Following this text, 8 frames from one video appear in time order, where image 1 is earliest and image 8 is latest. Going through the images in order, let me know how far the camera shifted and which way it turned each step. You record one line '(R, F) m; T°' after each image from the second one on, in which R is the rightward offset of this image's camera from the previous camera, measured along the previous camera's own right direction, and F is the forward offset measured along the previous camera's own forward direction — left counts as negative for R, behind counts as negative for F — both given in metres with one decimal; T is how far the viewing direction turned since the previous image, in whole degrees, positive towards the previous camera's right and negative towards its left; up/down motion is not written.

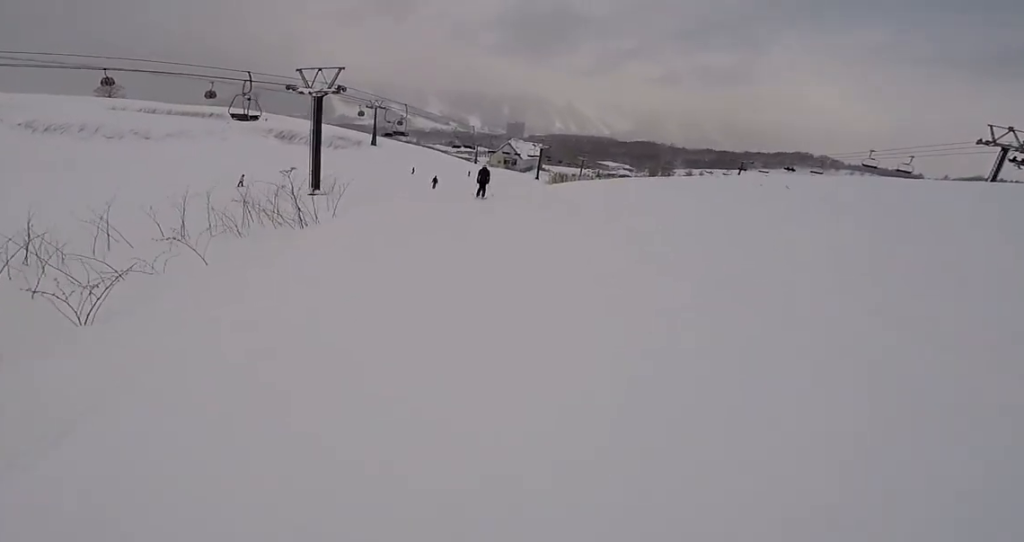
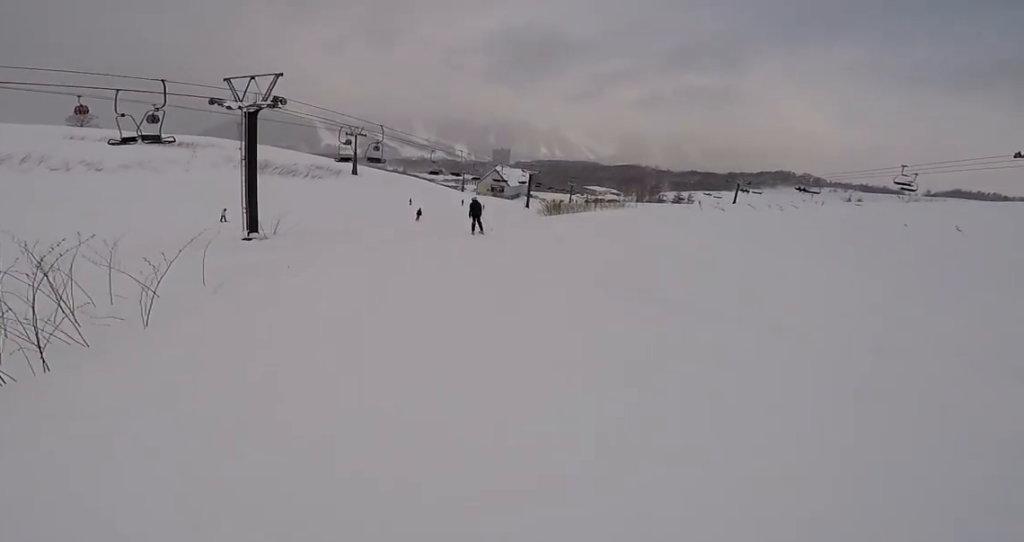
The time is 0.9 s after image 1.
(+0.3, +7.1) m; +2°
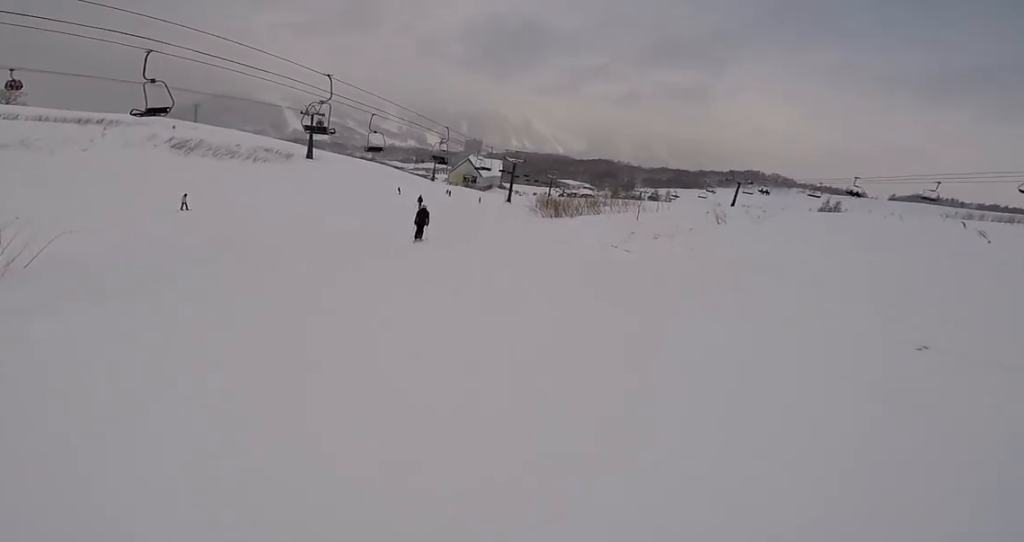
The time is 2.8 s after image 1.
(-0.5, +15.0) m; -2°
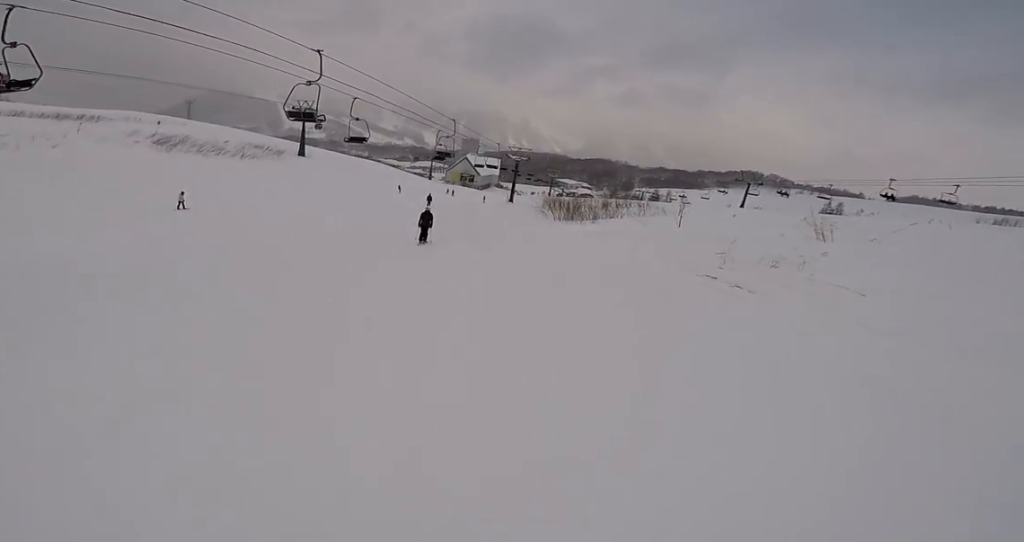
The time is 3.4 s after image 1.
(+0.1, +4.7) m; +1°
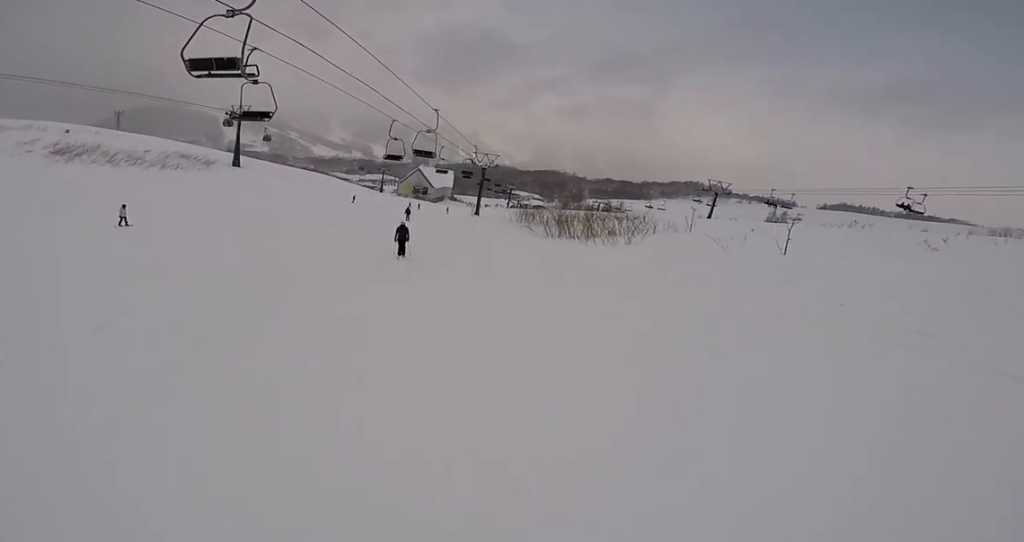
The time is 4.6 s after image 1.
(+0.3, +8.7) m; +4°
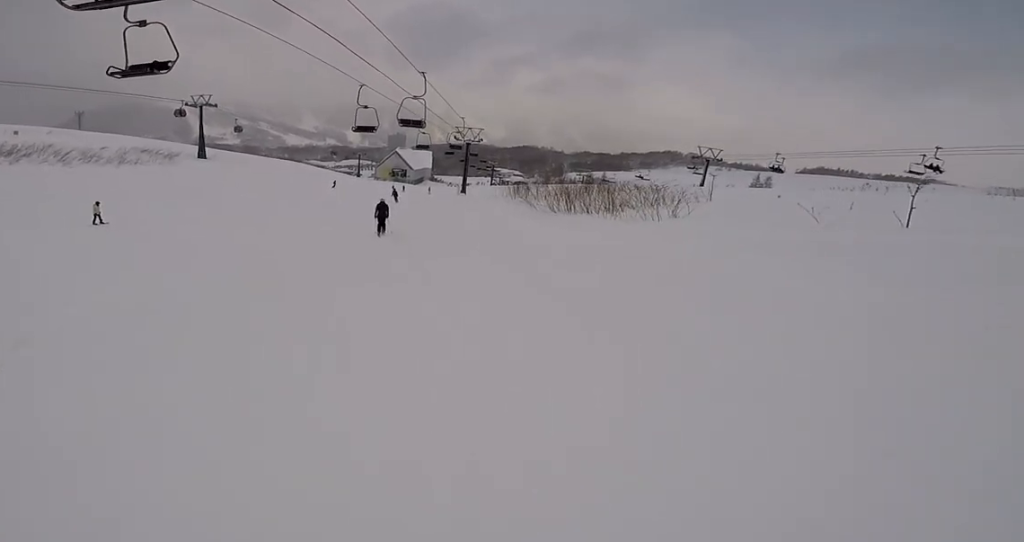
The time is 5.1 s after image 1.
(0.0, +4.1) m; +2°
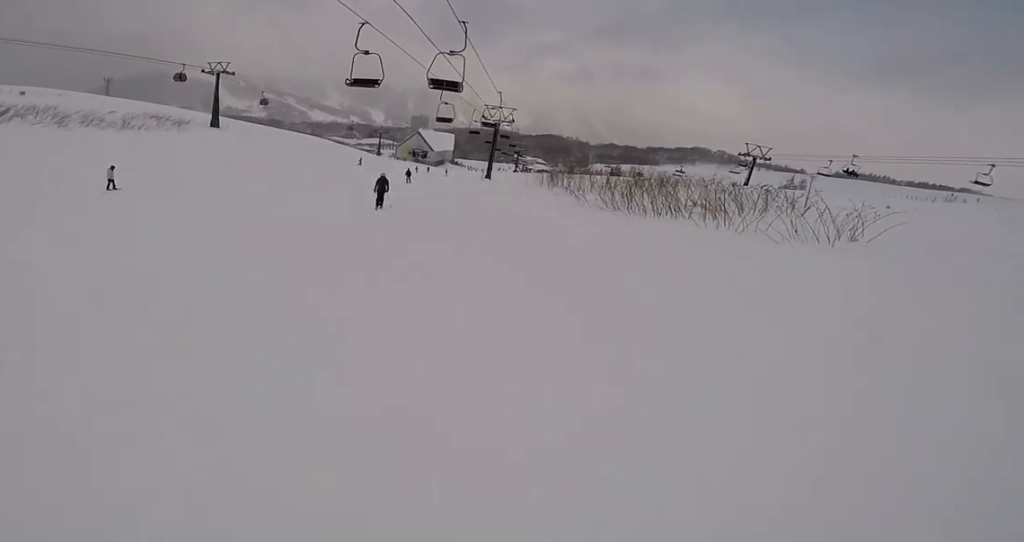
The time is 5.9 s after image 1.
(+0.3, +6.3) m; 0°
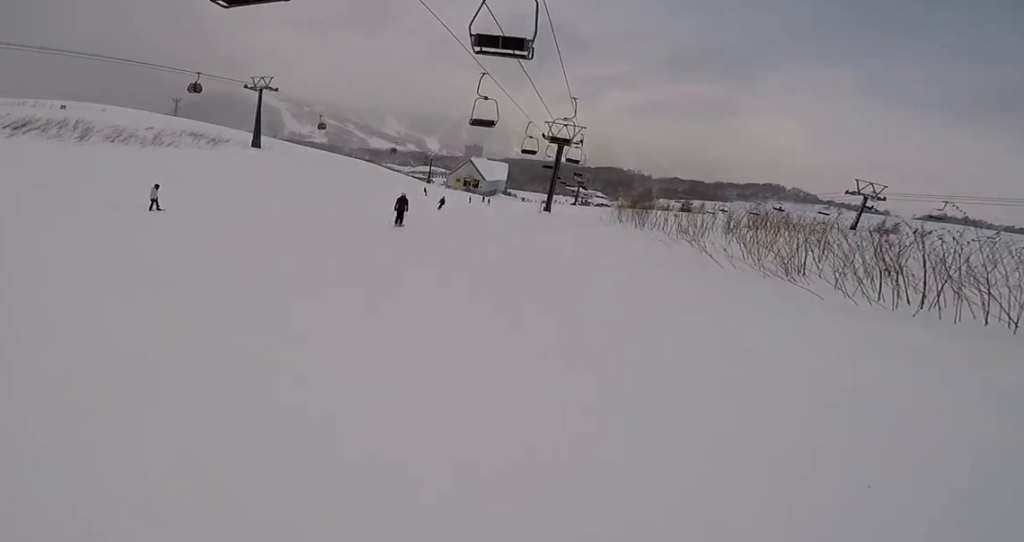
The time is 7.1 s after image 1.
(-0.6, +8.9) m; -11°
